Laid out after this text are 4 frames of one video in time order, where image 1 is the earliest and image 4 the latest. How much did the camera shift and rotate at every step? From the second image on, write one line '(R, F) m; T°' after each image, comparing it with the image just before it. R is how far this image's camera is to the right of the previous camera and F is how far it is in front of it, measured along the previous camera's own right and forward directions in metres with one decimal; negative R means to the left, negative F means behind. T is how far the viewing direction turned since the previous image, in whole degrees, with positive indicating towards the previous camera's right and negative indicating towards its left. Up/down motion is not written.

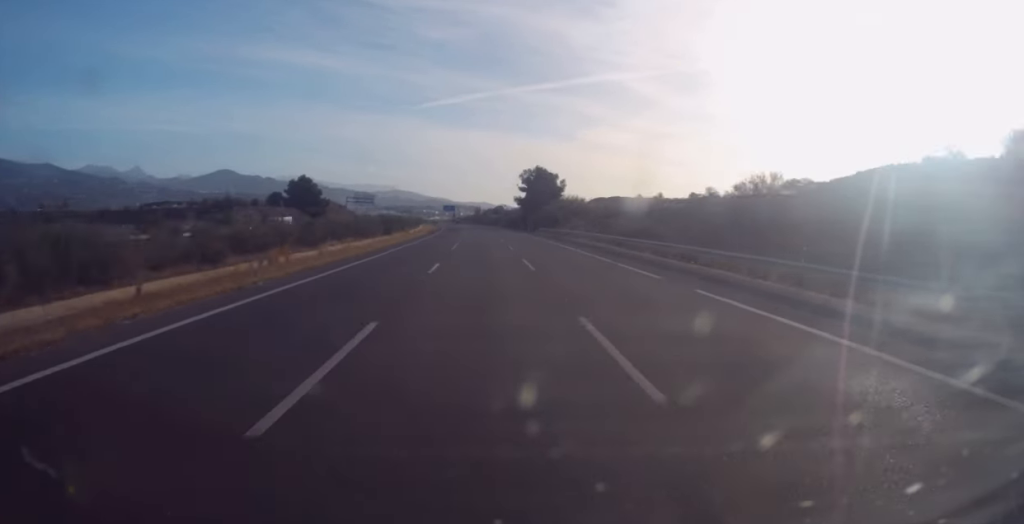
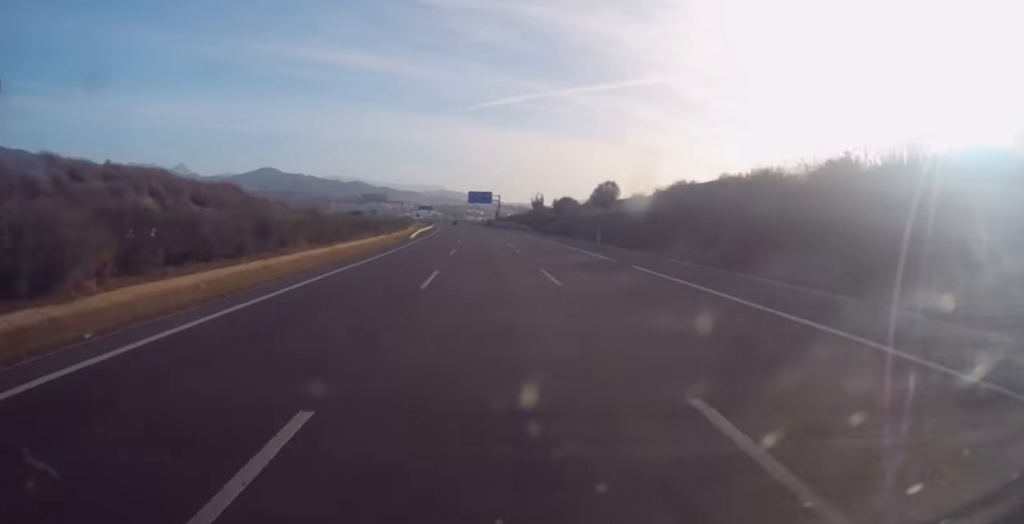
(+4.6, +231.7) m; -3°
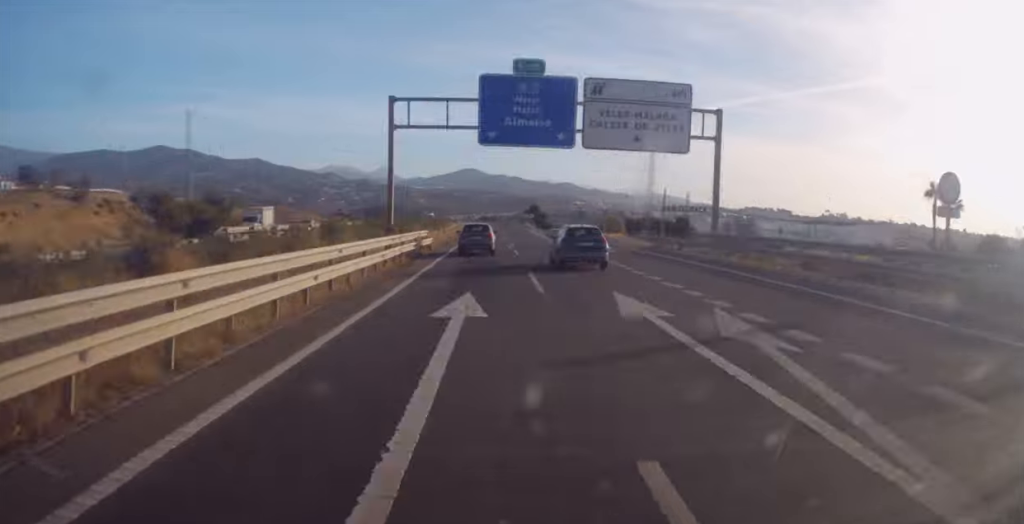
(-132.0, +625.9) m; -19°
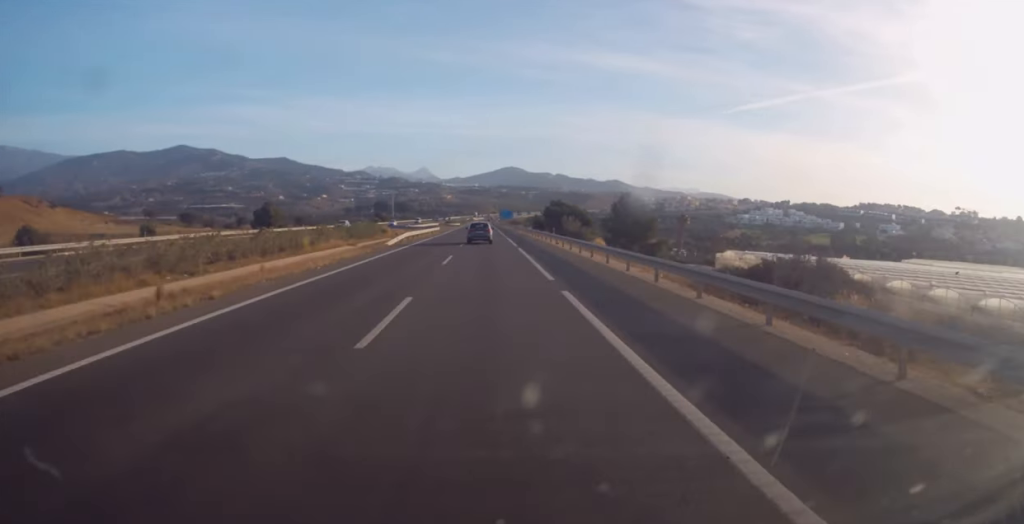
(-16.3, +370.0) m; -3°
